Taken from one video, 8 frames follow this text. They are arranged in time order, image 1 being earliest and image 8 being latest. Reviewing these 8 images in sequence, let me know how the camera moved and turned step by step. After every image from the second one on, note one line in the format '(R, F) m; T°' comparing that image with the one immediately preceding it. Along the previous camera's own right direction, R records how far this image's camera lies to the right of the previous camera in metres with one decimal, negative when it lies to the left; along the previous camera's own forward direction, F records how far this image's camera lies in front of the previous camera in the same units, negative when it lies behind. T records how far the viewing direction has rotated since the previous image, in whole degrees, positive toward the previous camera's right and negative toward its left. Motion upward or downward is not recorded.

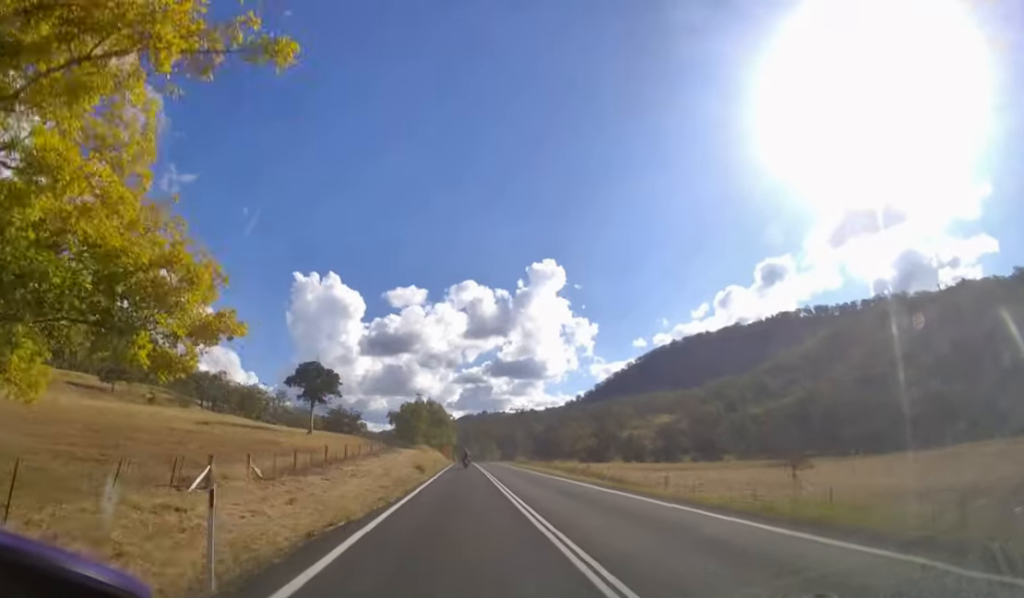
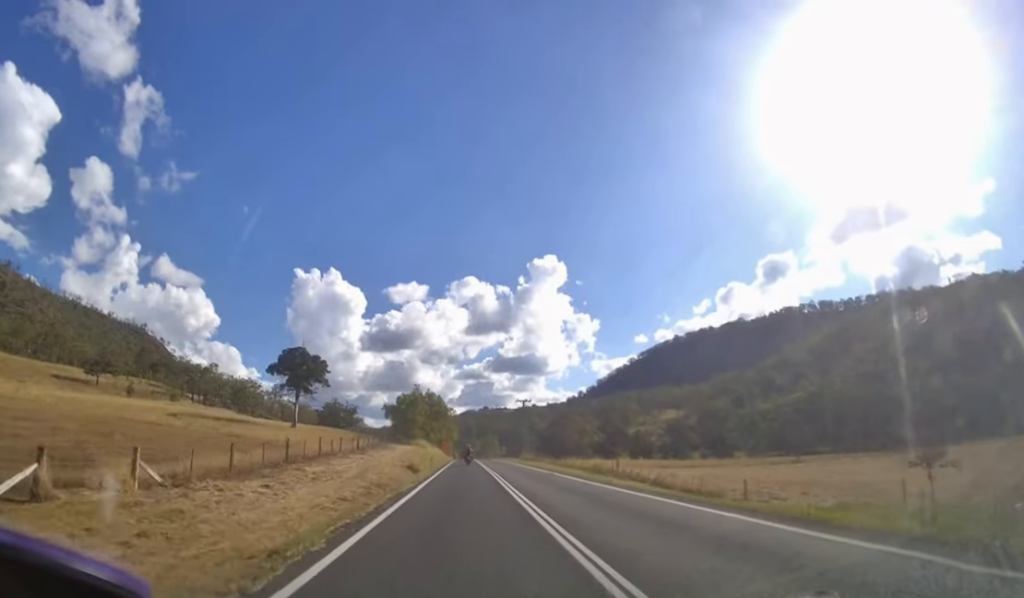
(0.0, +7.5) m; 0°
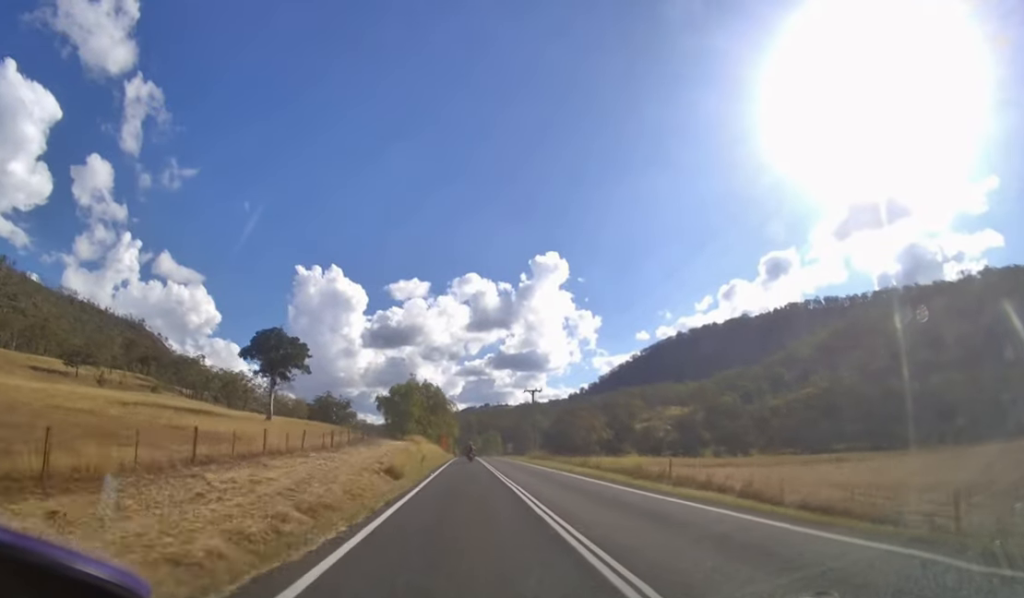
(0.0, +8.8) m; 0°
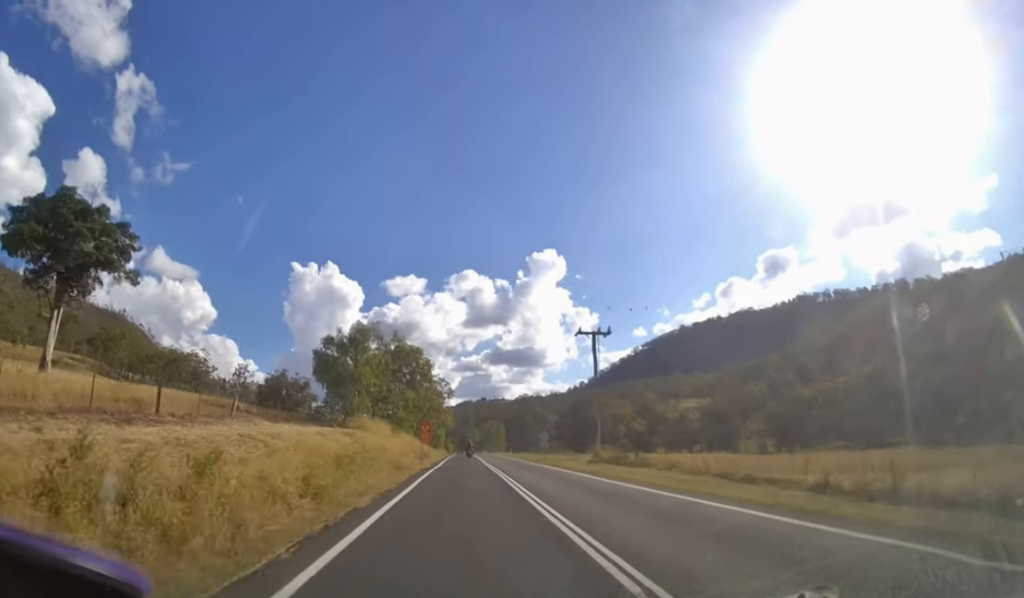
(0.0, +33.0) m; 0°
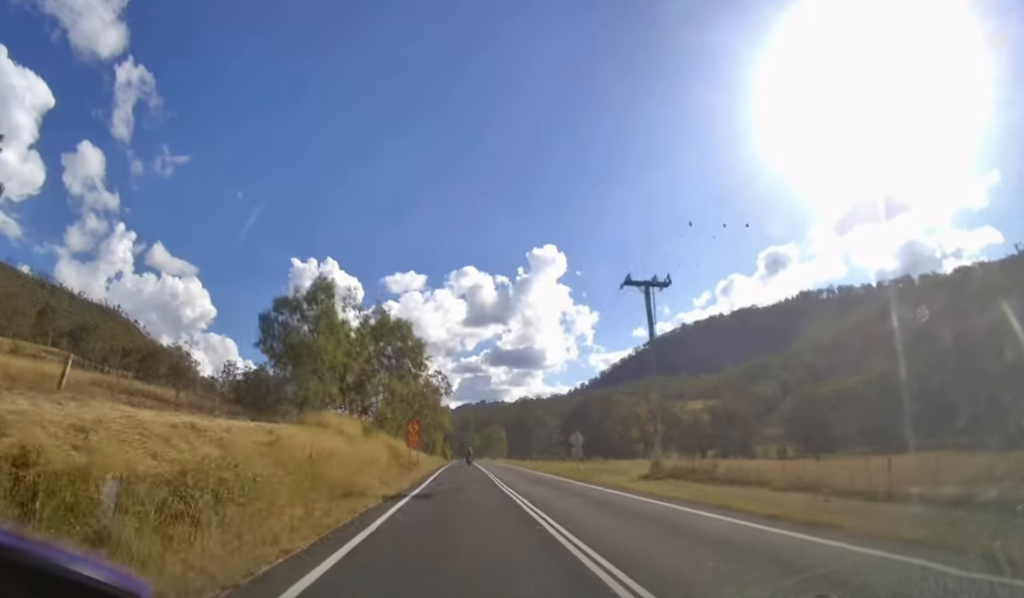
(0.0, +11.3) m; 0°
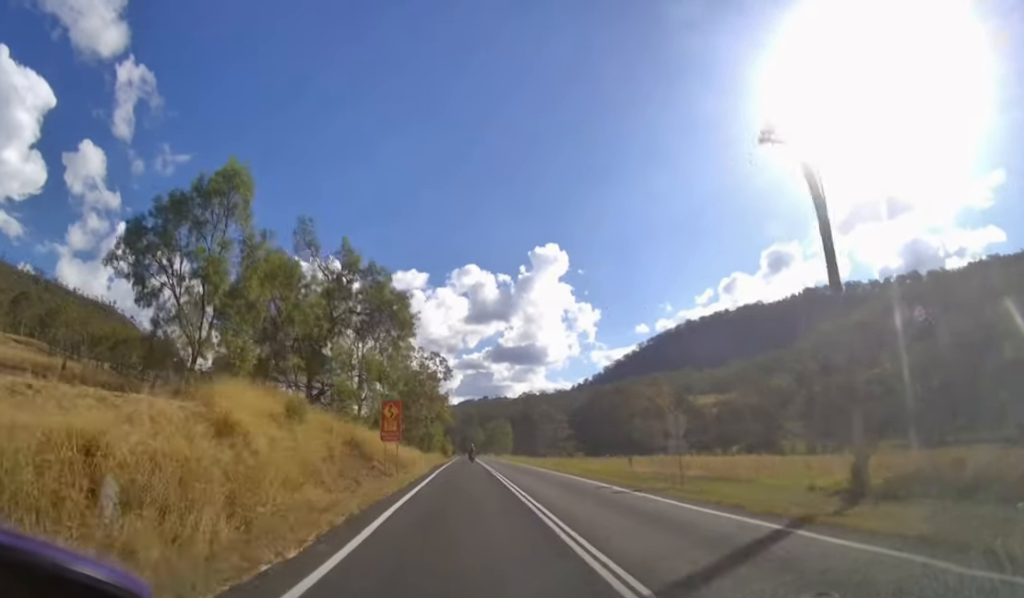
(0.0, +13.5) m; 0°
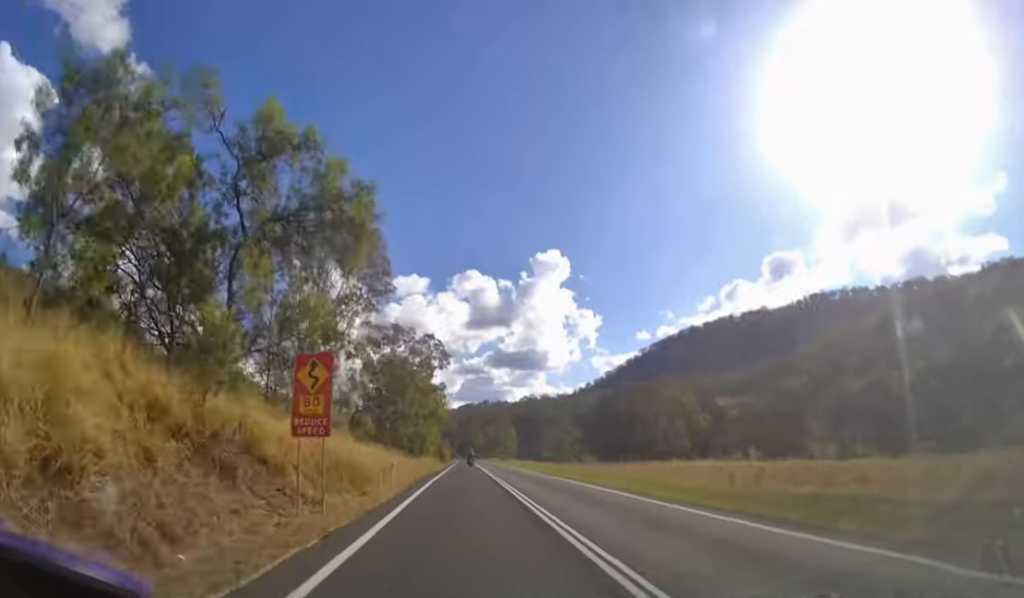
(0.0, +14.0) m; 0°
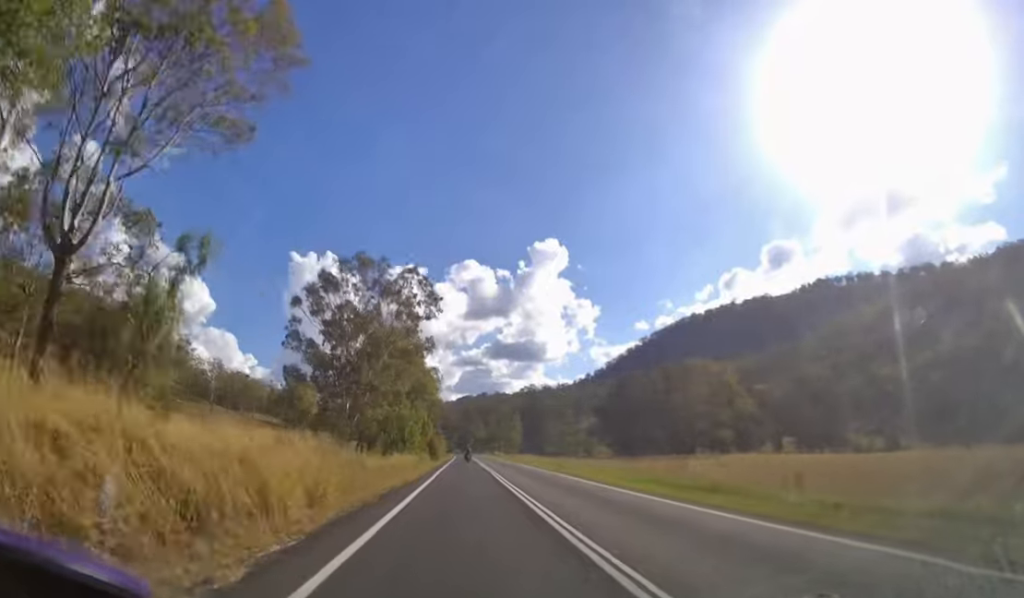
(0.0, +19.5) m; 0°
